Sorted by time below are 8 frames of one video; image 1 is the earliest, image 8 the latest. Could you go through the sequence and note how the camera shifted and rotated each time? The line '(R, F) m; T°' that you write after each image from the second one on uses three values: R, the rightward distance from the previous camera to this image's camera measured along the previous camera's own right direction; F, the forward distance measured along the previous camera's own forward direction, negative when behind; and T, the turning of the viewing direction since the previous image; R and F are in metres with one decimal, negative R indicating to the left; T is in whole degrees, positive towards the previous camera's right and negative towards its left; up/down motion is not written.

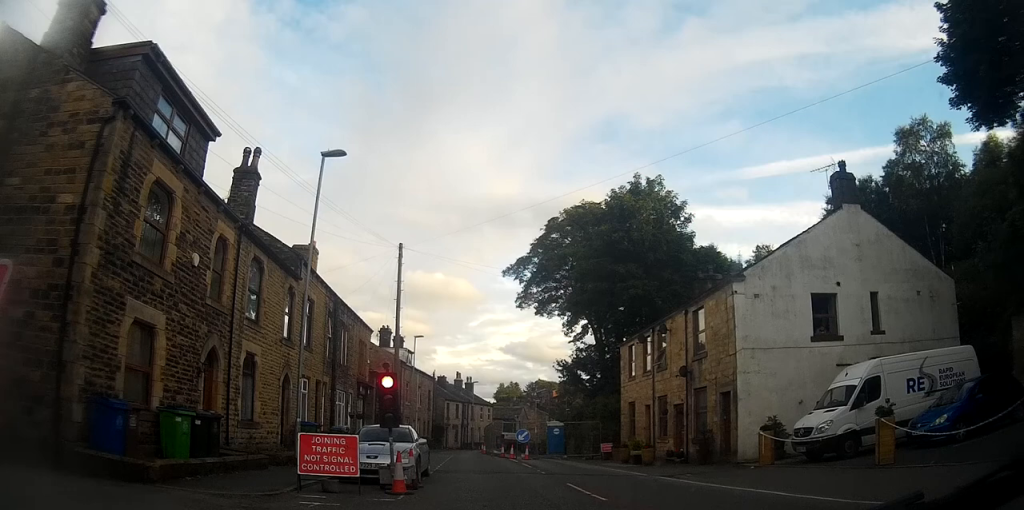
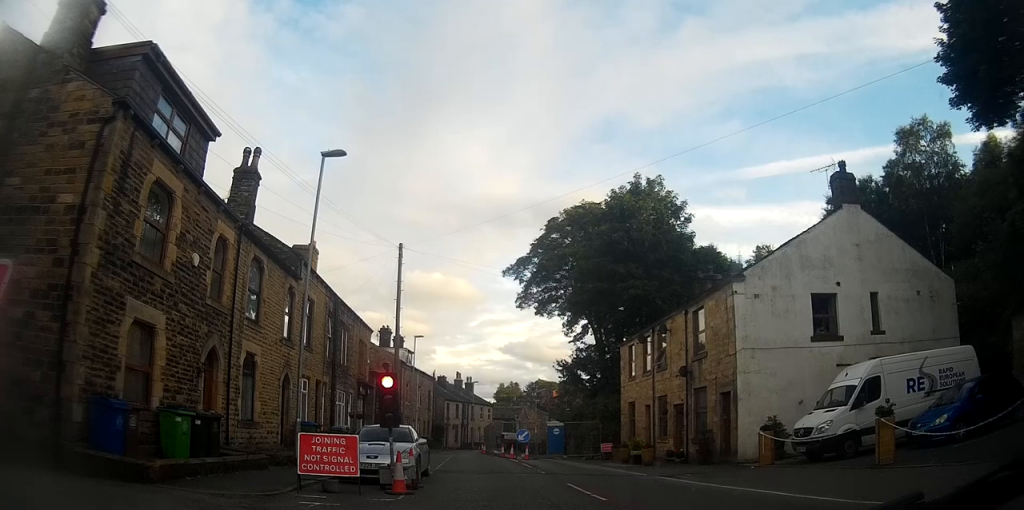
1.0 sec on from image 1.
(0.0, 0.0) m; 0°
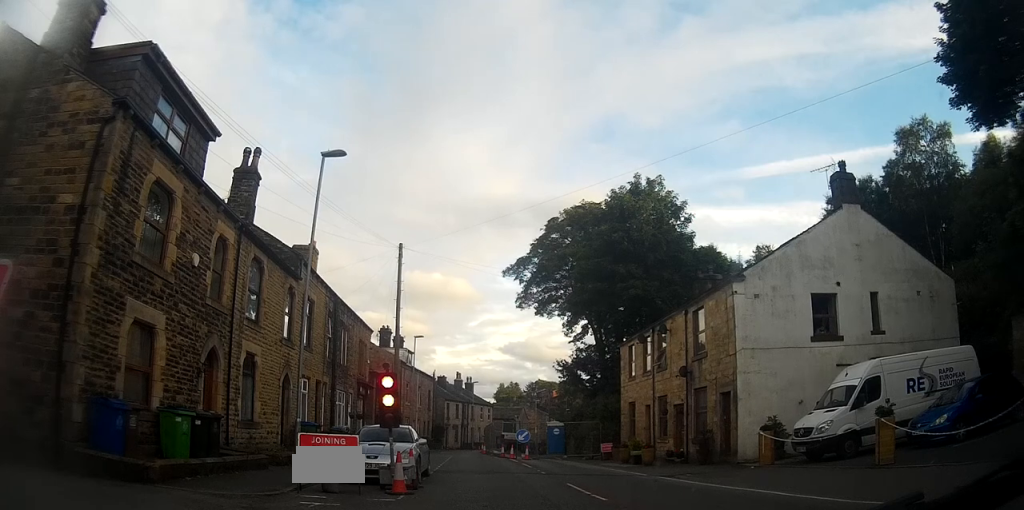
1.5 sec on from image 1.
(0.0, 0.0) m; 0°
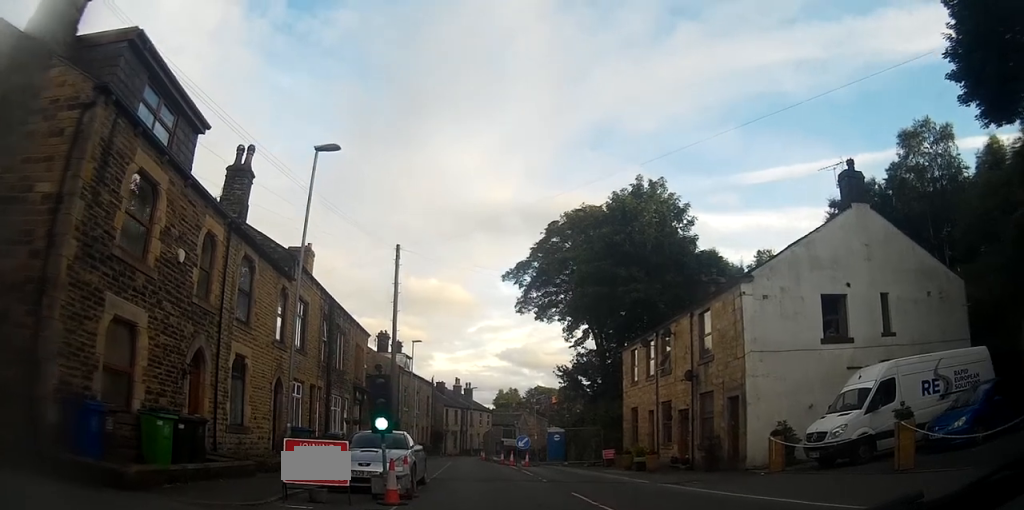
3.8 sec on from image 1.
(0.0, +0.8) m; 0°
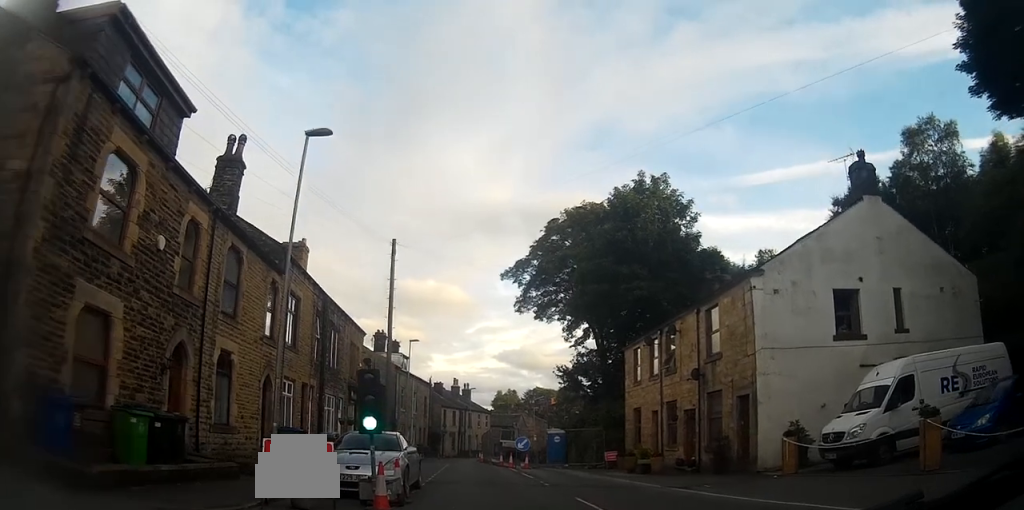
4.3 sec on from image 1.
(-0.2, +0.8) m; 0°
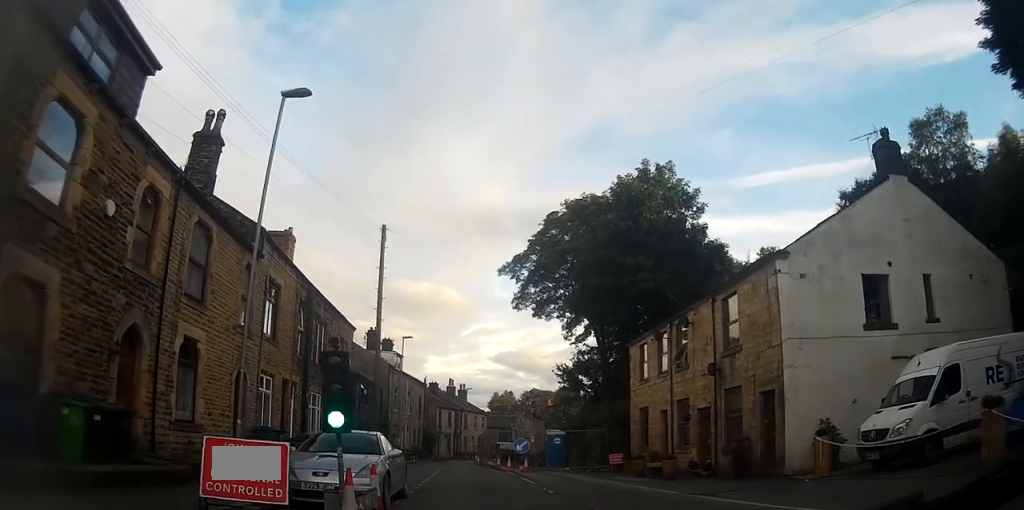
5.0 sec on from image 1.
(-0.1, +1.6) m; +1°
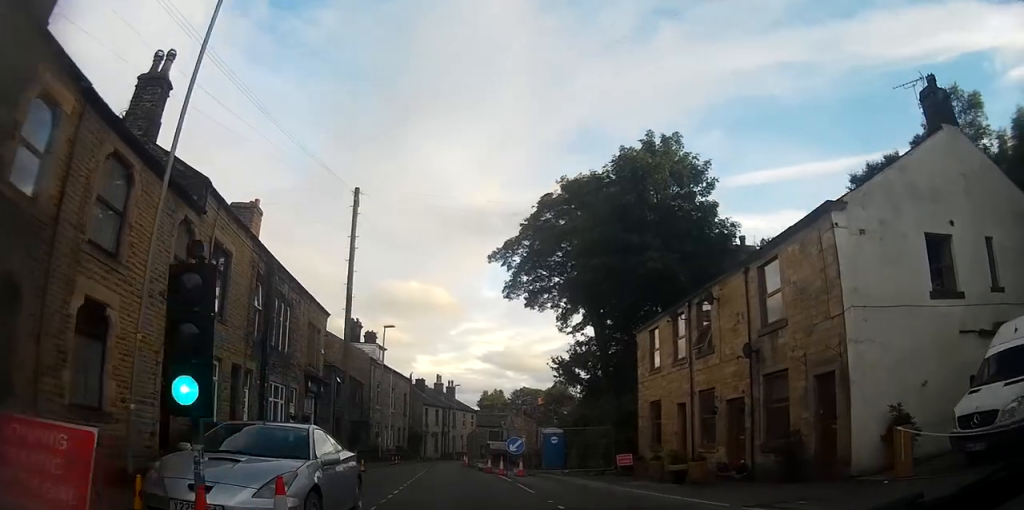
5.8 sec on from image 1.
(+0.3, +3.3) m; +3°
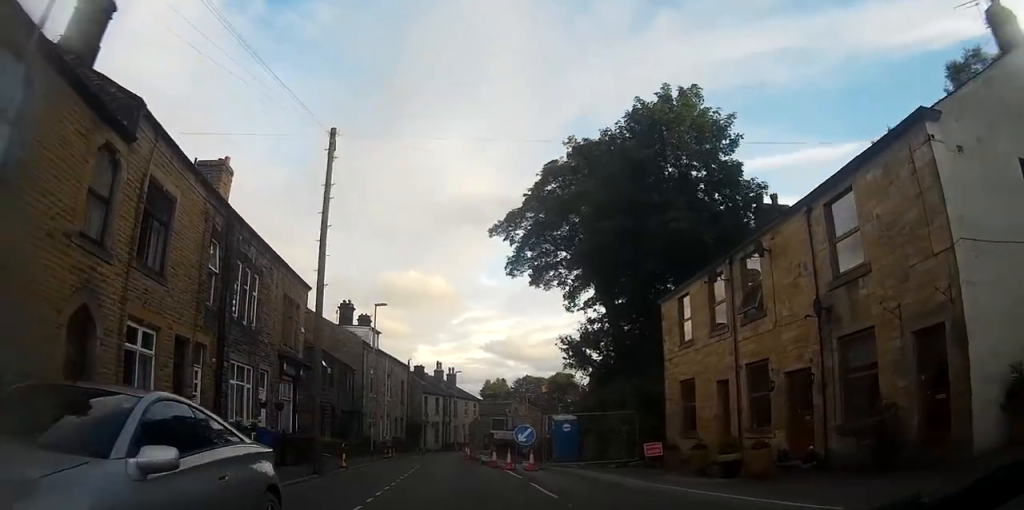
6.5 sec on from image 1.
(-0.1, +3.6) m; -1°
